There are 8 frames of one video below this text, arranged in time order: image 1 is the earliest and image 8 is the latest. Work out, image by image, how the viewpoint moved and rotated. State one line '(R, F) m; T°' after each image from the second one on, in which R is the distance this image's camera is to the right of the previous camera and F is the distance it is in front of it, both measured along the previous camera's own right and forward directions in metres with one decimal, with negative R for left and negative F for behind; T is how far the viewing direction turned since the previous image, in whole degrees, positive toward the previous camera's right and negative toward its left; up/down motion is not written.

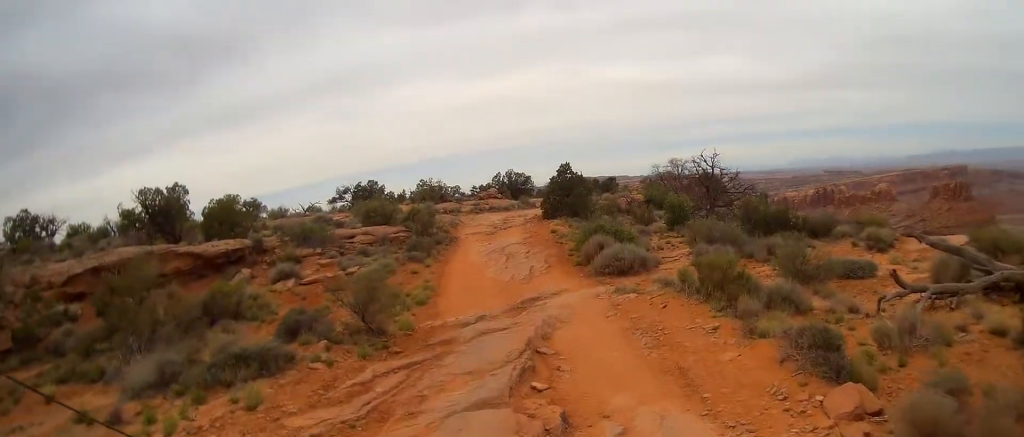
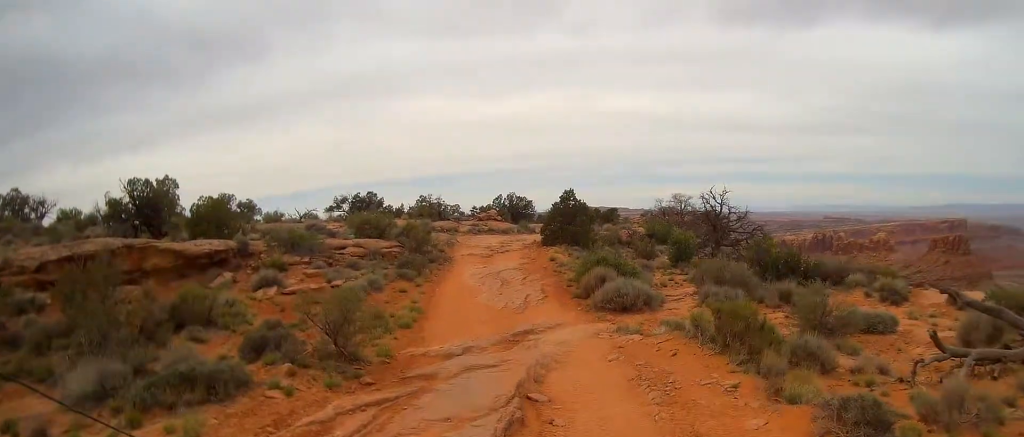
(0.0, +1.1) m; +4°
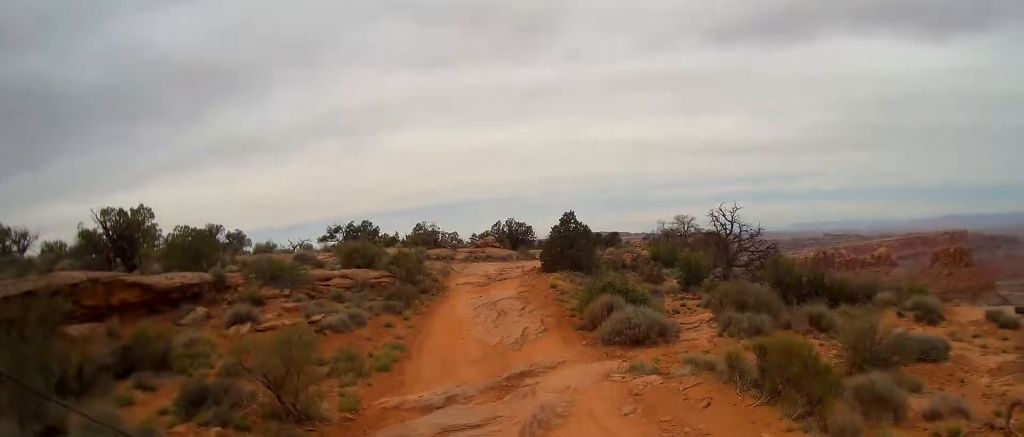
(+0.2, +1.7) m; +5°
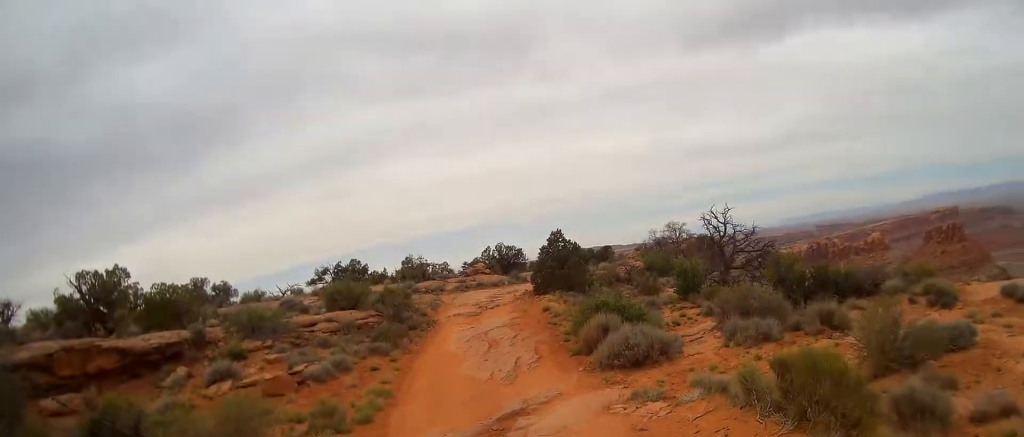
(0.0, +0.9) m; -2°
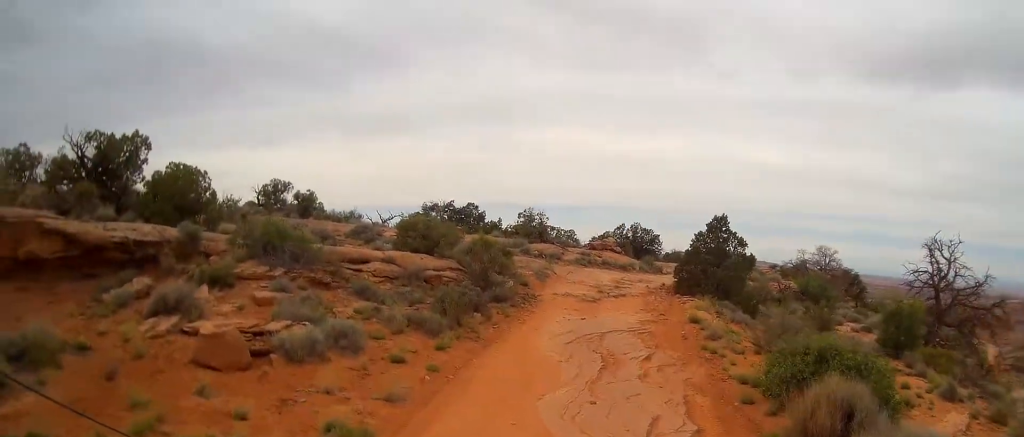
(-1.7, +6.6) m; -17°
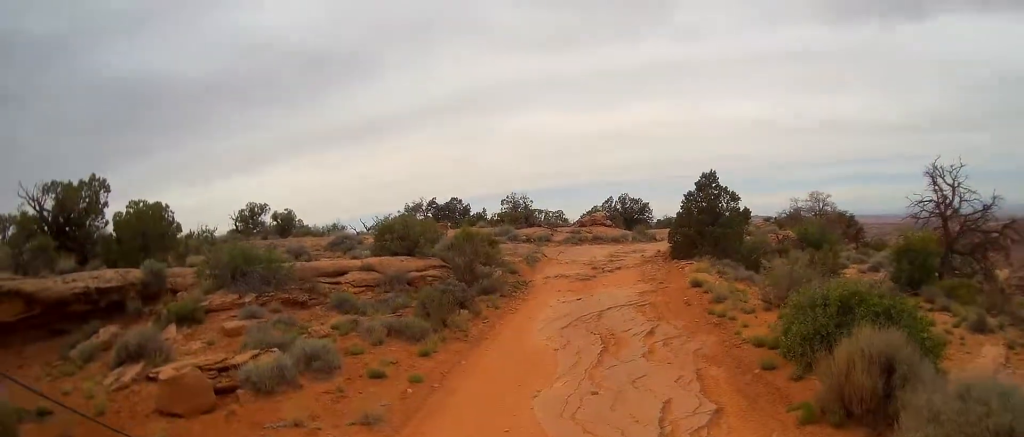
(-0.1, +0.9) m; +3°
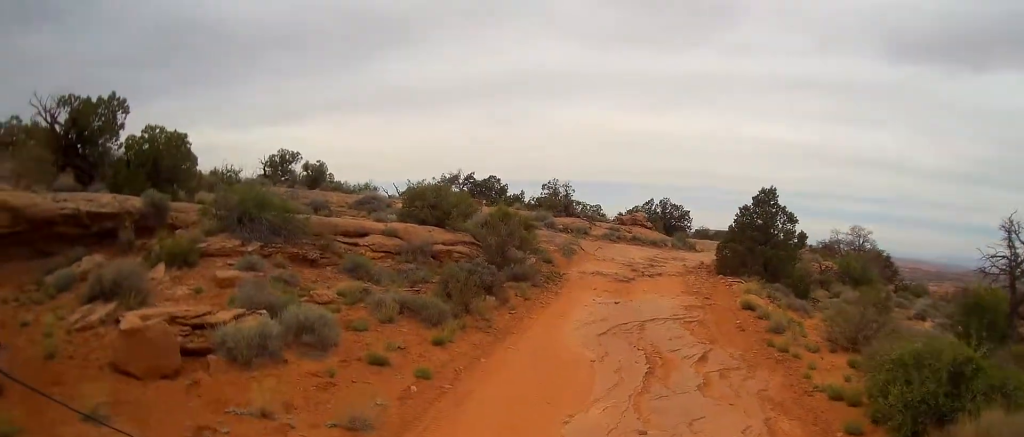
(+0.2, +1.3) m; +4°
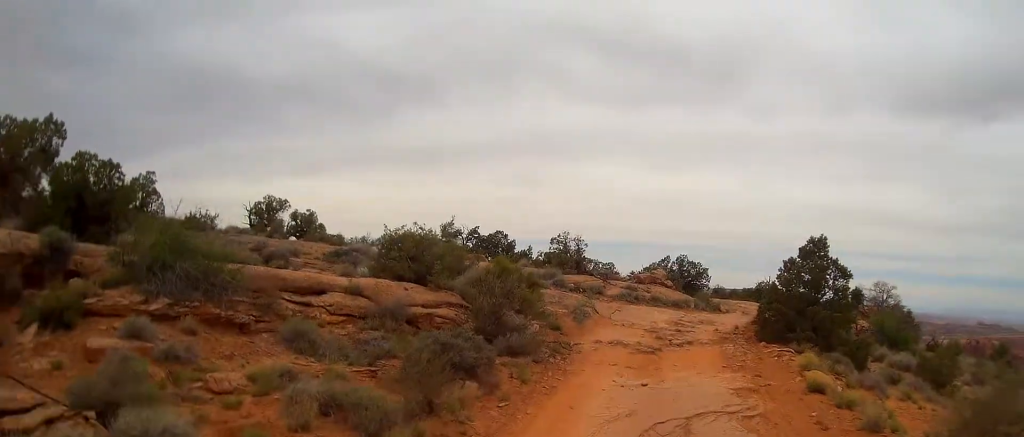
(0.0, +3.1) m; -1°
